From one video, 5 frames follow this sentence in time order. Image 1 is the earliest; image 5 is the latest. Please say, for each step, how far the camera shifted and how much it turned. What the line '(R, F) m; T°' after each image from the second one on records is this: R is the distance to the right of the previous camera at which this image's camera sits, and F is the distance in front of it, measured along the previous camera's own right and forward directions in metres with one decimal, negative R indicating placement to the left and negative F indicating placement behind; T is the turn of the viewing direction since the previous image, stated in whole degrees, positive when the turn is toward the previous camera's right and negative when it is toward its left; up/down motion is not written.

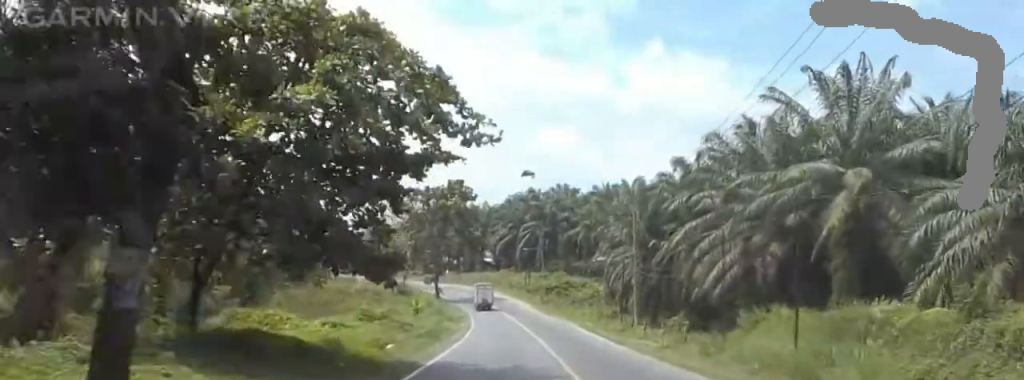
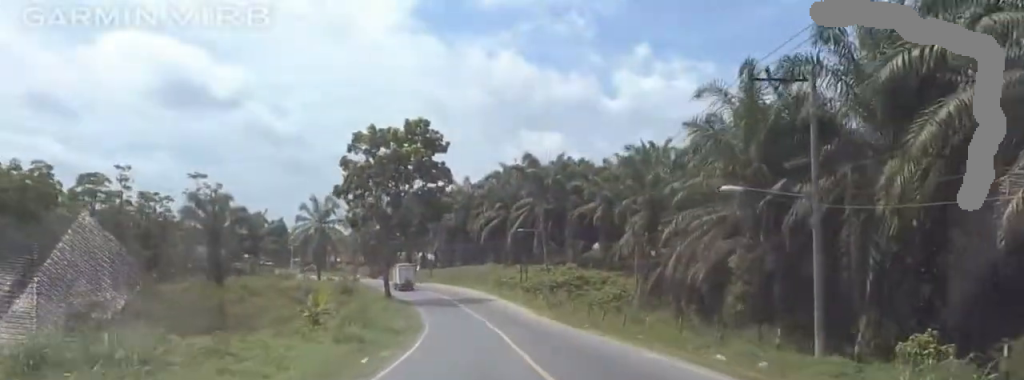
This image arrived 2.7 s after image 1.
(+1.6, +40.6) m; +3°
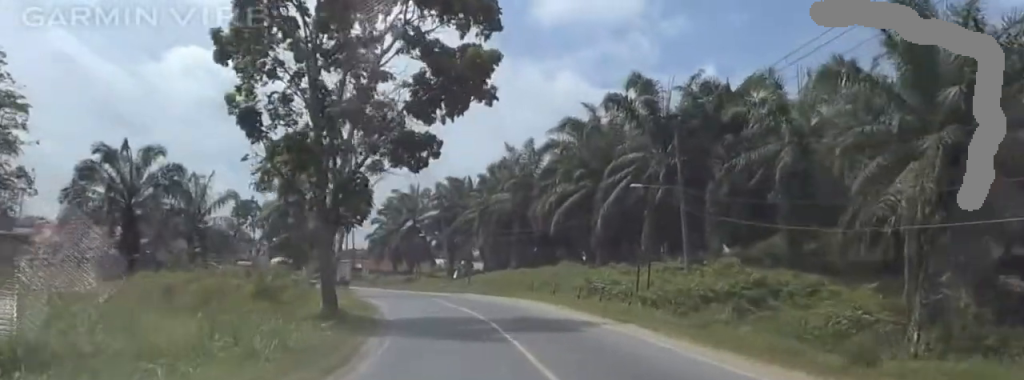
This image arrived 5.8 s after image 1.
(-1.7, +47.4) m; -7°
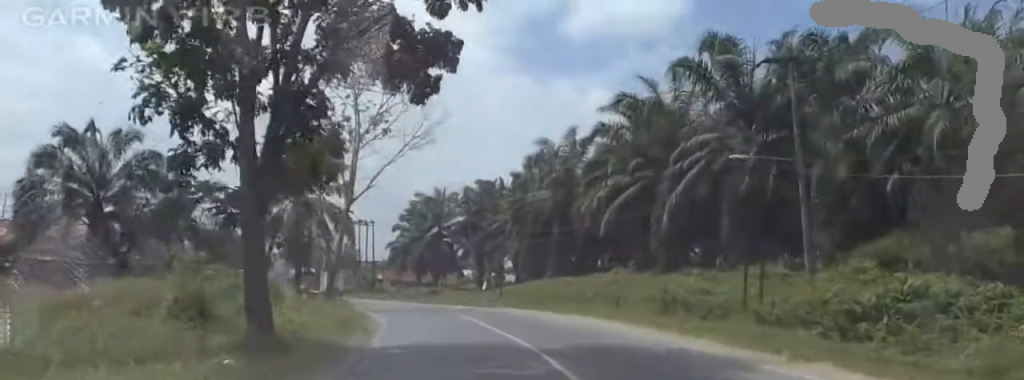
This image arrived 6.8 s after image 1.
(-0.3, +13.7) m; +3°
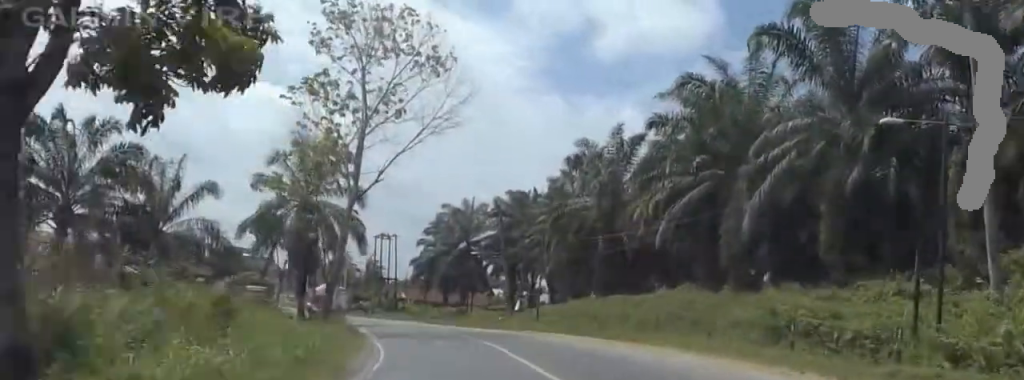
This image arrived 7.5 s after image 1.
(+1.0, +10.7) m; +4°
